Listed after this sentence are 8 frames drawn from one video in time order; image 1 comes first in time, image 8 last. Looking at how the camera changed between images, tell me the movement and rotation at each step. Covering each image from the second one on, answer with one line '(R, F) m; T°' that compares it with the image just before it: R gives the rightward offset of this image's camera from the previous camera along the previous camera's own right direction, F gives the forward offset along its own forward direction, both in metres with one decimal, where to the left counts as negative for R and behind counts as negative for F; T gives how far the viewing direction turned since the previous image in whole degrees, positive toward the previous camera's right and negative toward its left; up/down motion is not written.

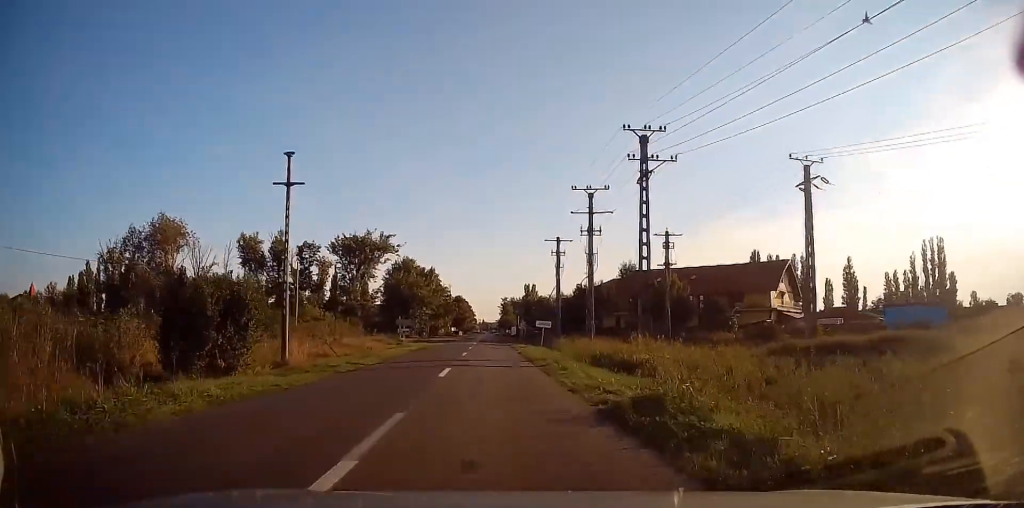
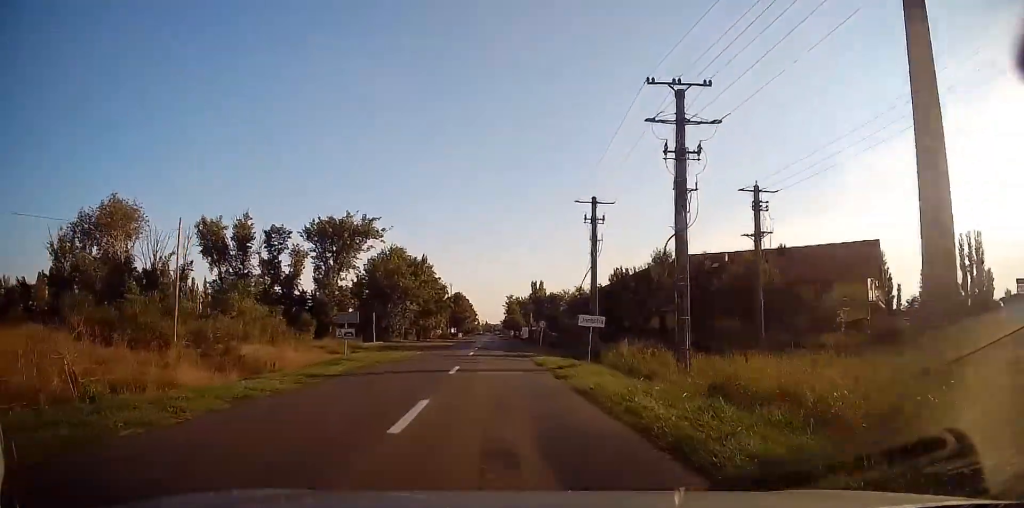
(-0.2, +19.6) m; -1°
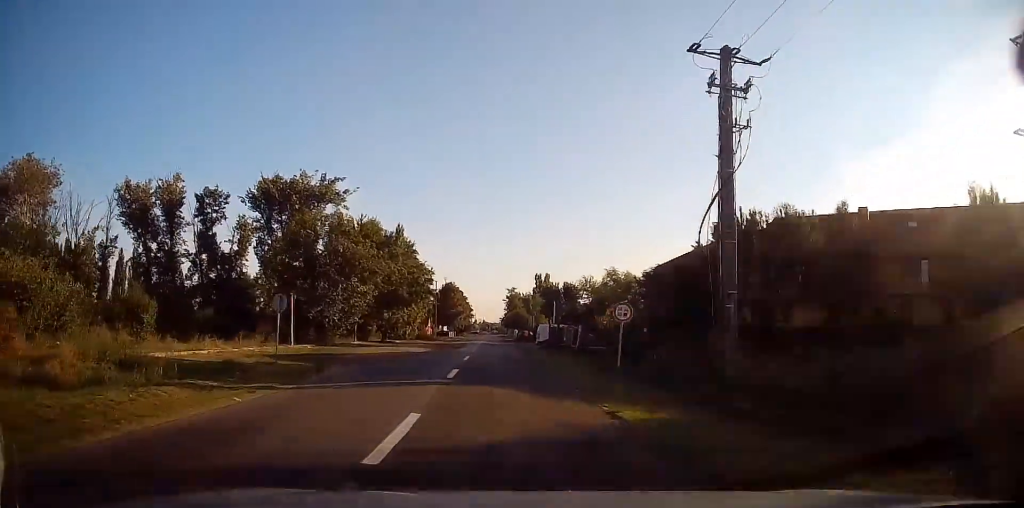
(-0.1, +23.8) m; 0°
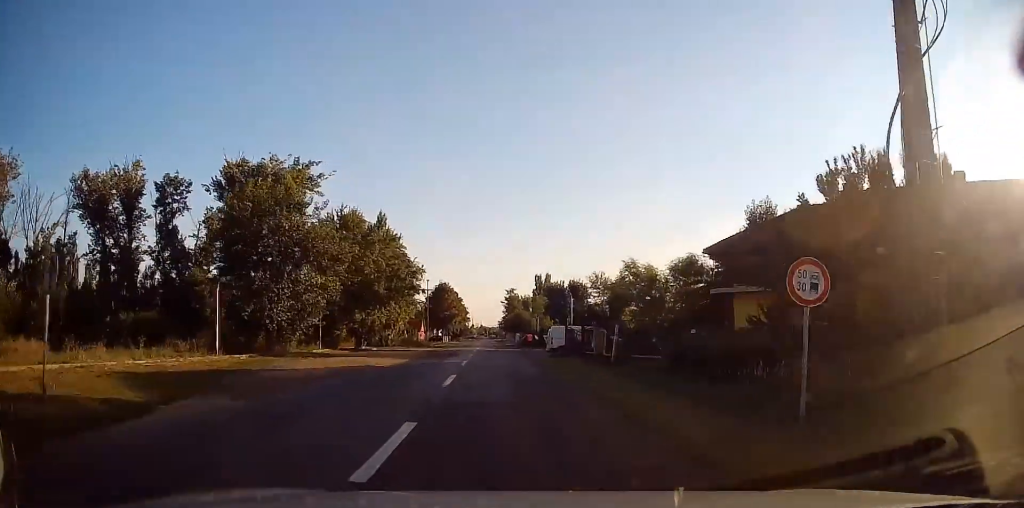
(+0.1, +9.3) m; 0°
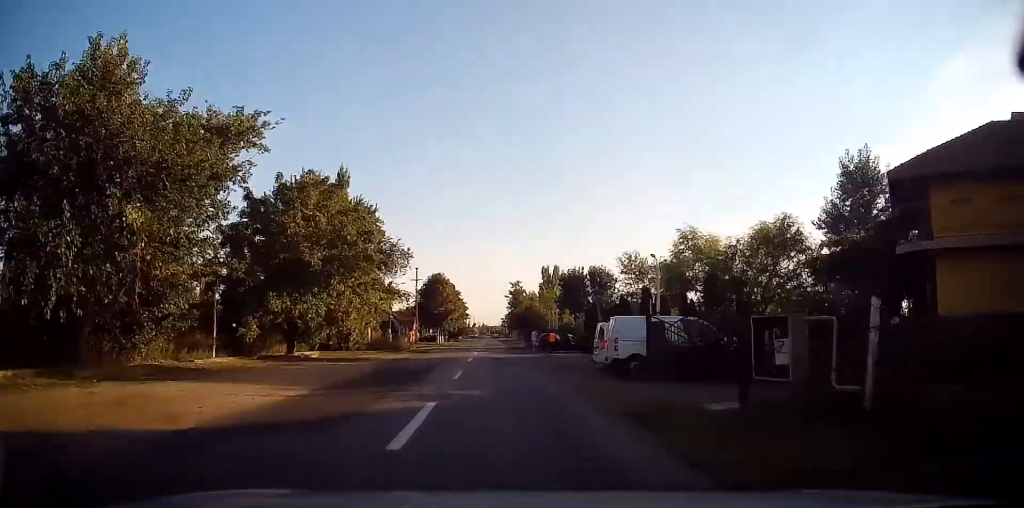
(+0.1, +15.2) m; 0°
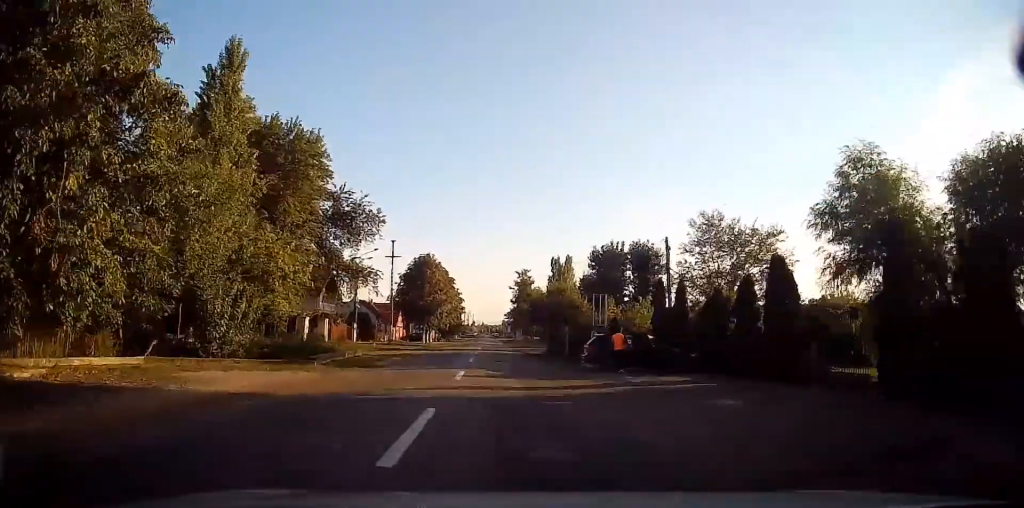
(-0.1, +18.9) m; 0°
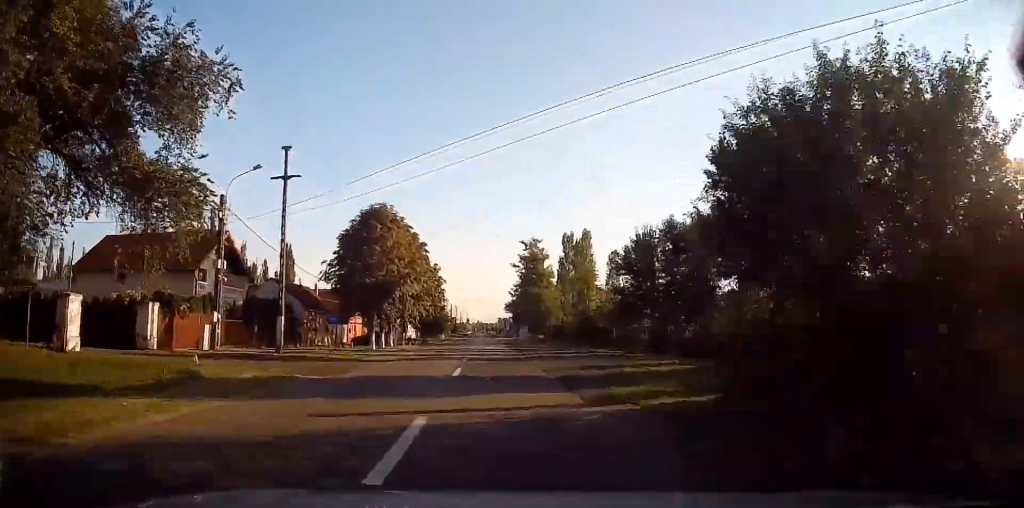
(0.0, +27.4) m; 0°
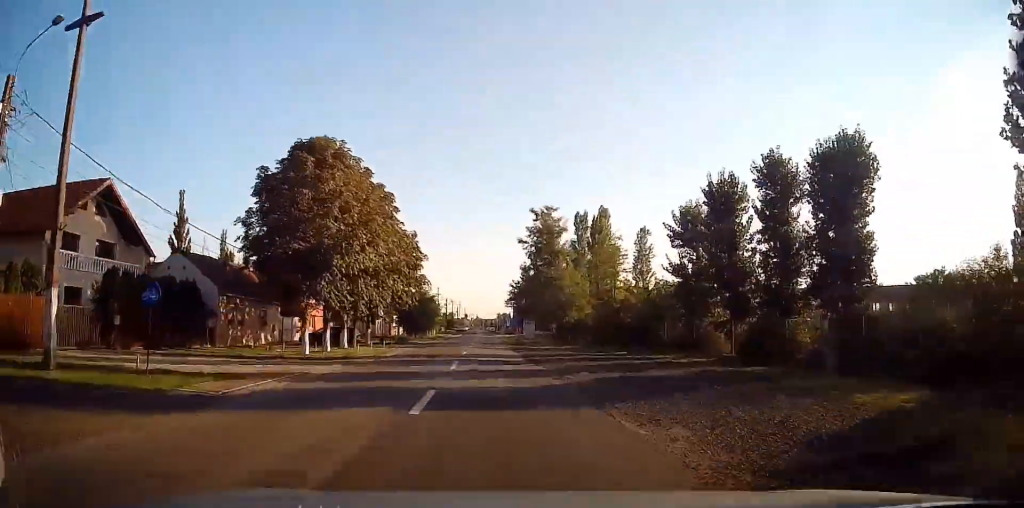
(+0.2, +14.9) m; 0°
